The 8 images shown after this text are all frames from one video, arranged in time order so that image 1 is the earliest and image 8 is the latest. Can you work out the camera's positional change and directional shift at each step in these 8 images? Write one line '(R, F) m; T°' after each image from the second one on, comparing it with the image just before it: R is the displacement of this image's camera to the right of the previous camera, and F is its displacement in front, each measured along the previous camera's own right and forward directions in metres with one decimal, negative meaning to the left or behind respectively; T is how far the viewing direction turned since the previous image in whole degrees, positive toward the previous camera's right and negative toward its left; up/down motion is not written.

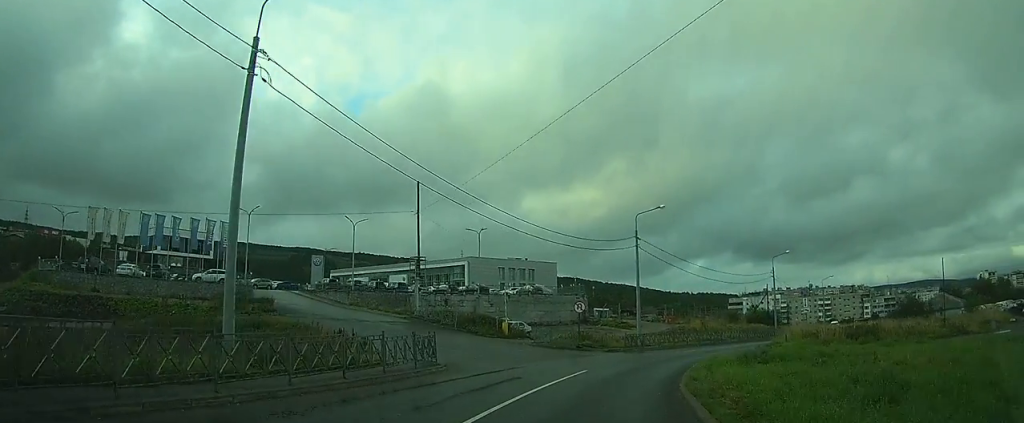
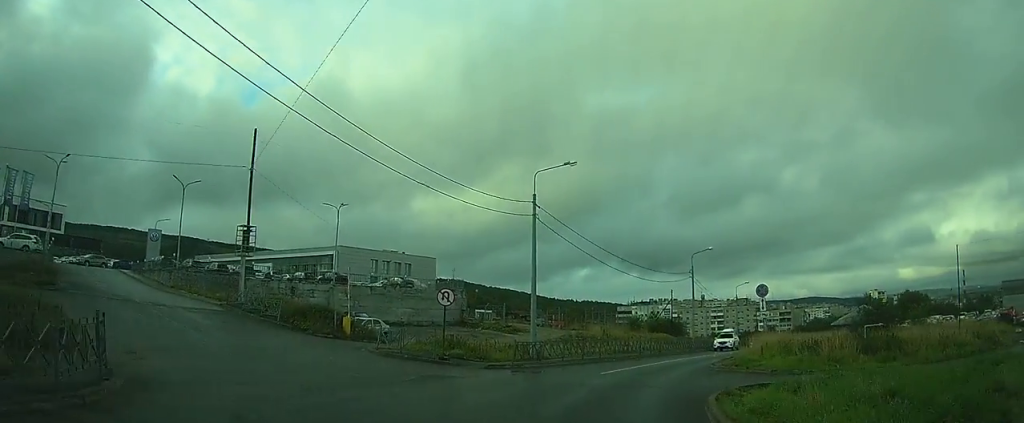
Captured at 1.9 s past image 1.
(+1.5, +11.7) m; +15°
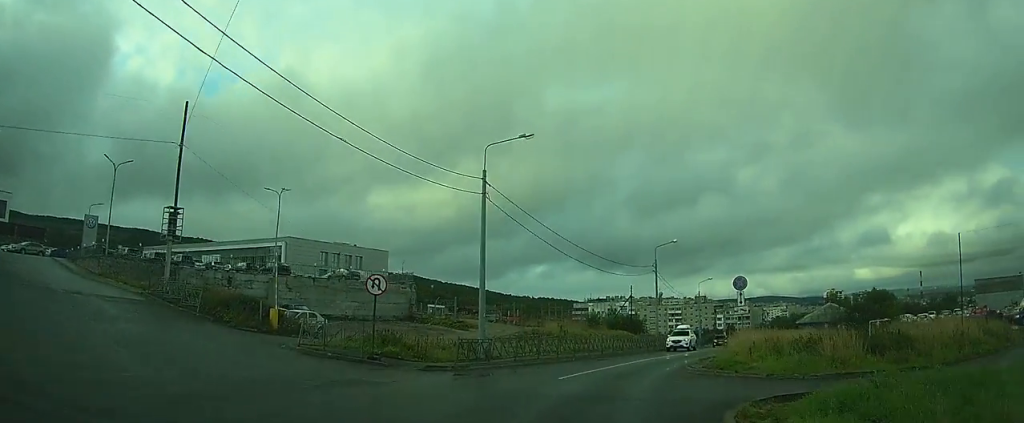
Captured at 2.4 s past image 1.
(0.0, +3.3) m; +4°
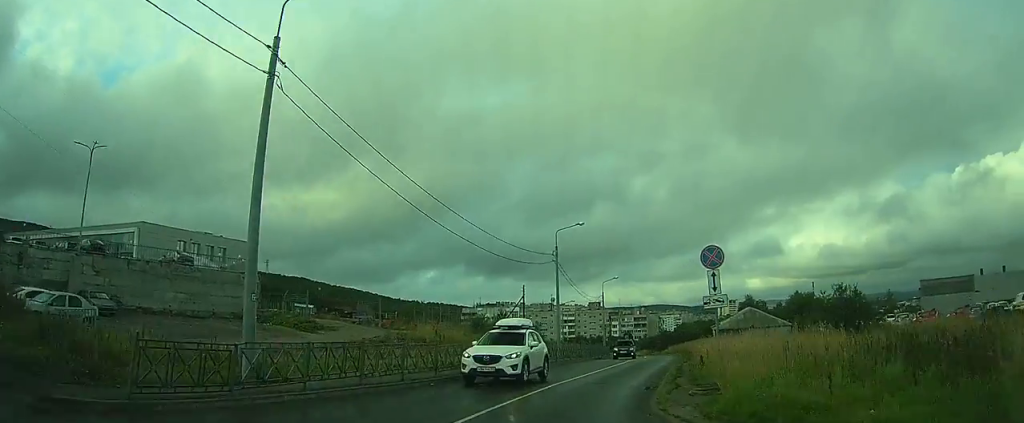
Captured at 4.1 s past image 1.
(+1.8, +10.4) m; +20°
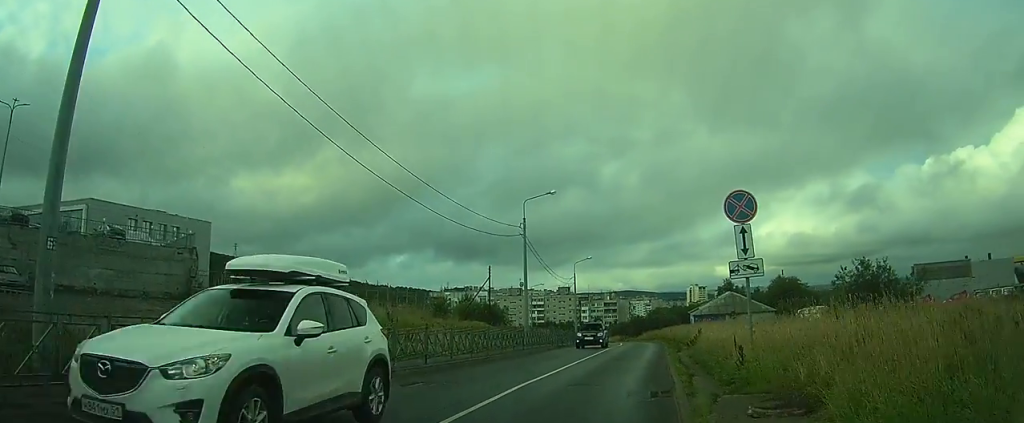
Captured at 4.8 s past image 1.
(+0.1, +4.6) m; +8°
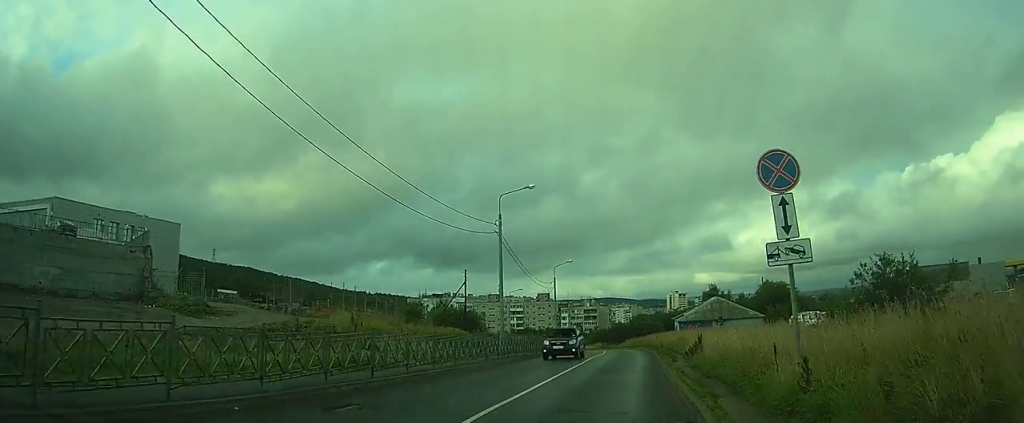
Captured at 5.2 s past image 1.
(+0.3, +3.0) m; +3°
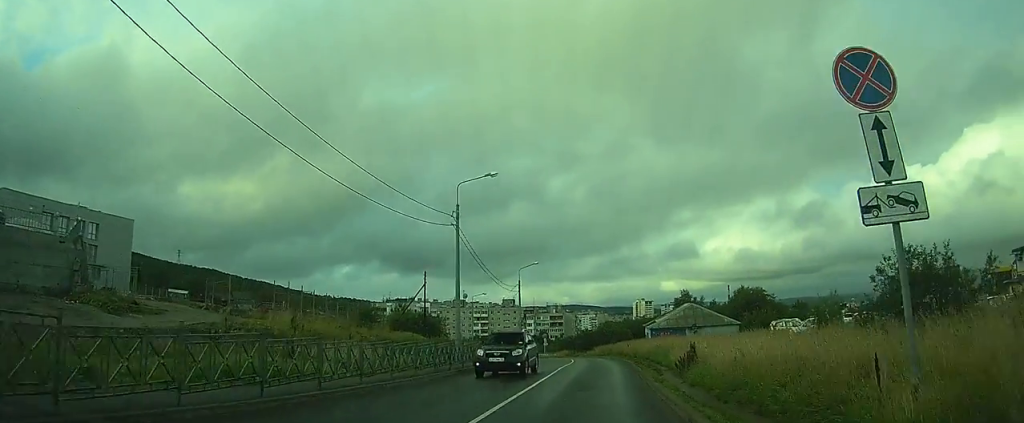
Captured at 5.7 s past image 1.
(+0.2, +3.4) m; +3°
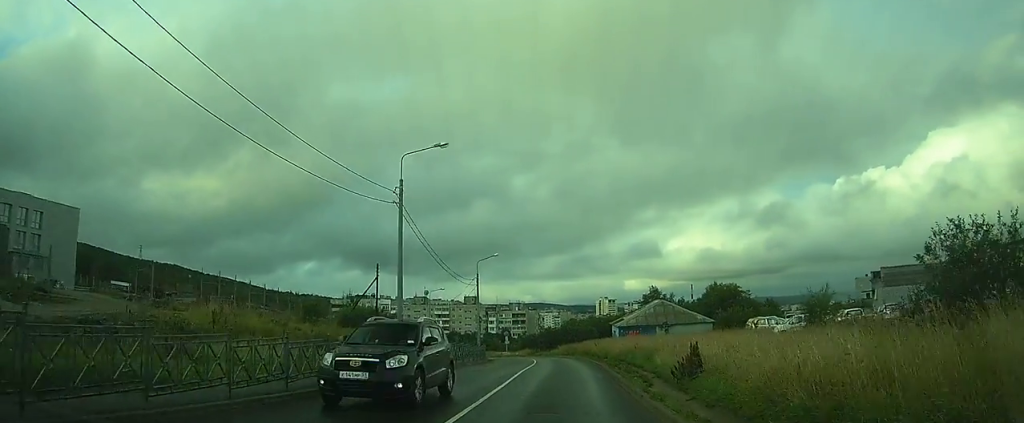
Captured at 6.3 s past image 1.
(0.0, +4.0) m; 0°
